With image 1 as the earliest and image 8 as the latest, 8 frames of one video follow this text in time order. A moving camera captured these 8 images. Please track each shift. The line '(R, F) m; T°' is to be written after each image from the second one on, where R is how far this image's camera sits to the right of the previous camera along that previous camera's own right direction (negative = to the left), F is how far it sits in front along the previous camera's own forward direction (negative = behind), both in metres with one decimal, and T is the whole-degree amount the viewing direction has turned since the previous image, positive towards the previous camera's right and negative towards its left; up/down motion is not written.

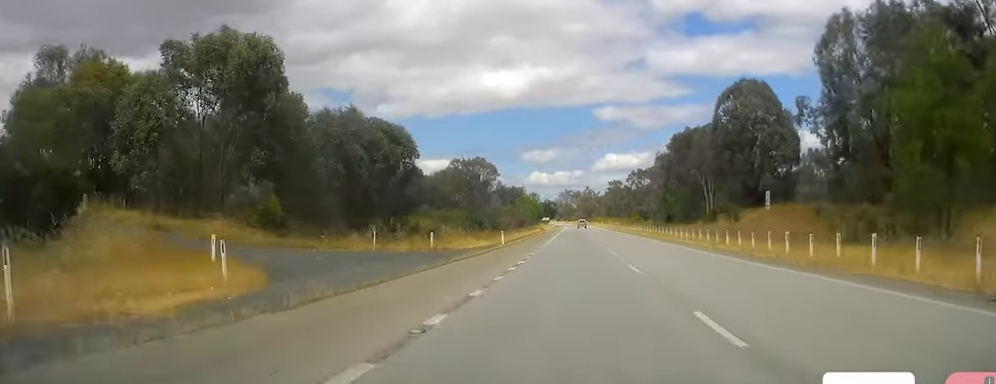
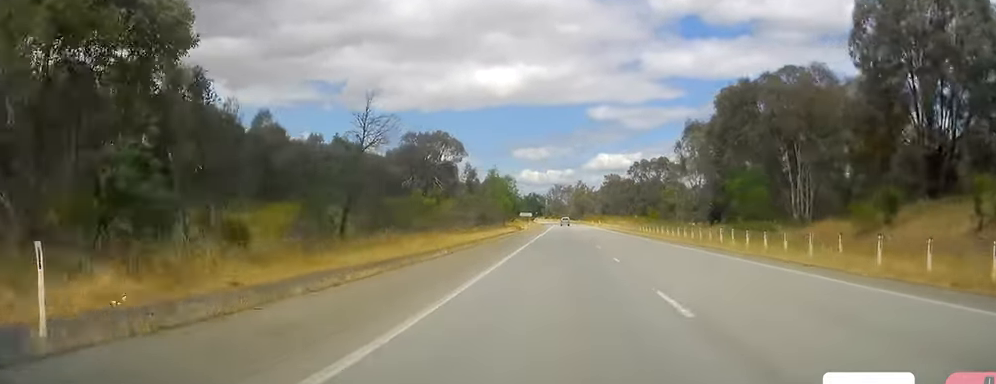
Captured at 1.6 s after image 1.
(+0.9, +46.2) m; +1°
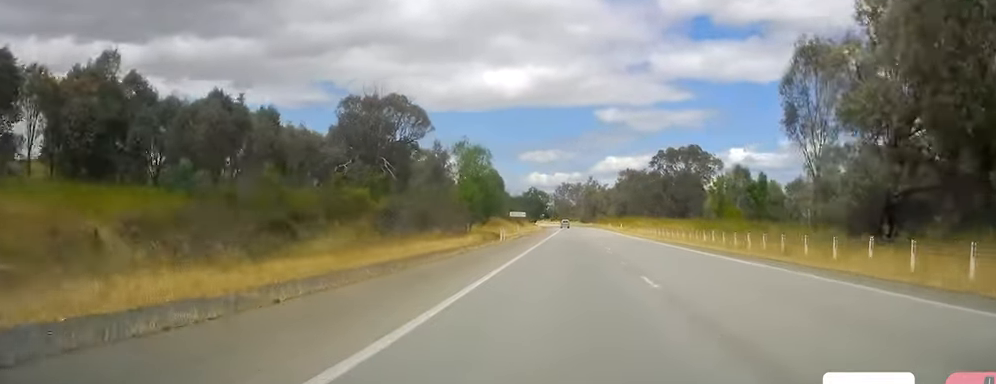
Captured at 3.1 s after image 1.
(-0.3, +44.0) m; 0°
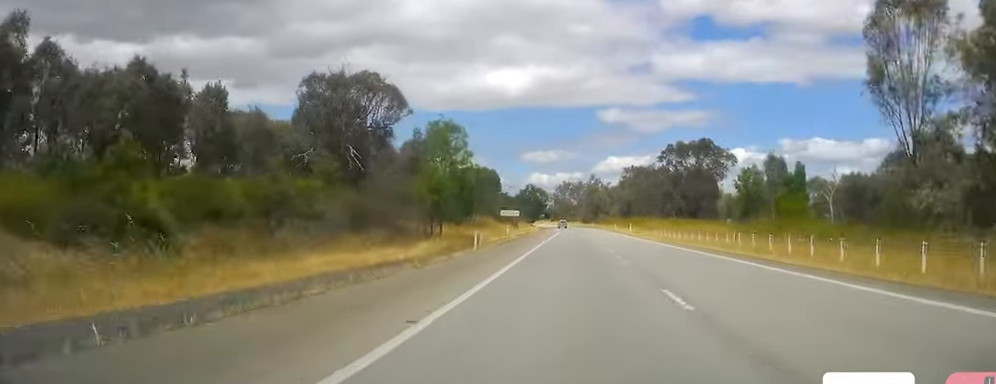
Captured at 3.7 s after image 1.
(+0.3, +15.3) m; 0°
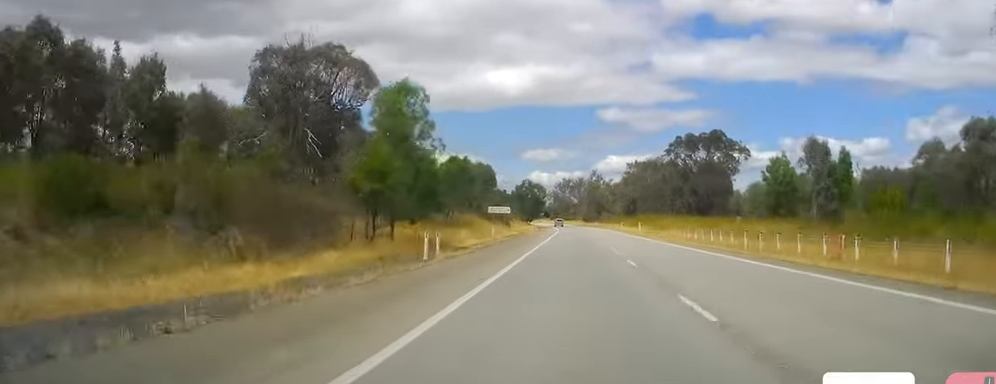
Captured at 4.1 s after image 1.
(0.0, +13.5) m; 0°
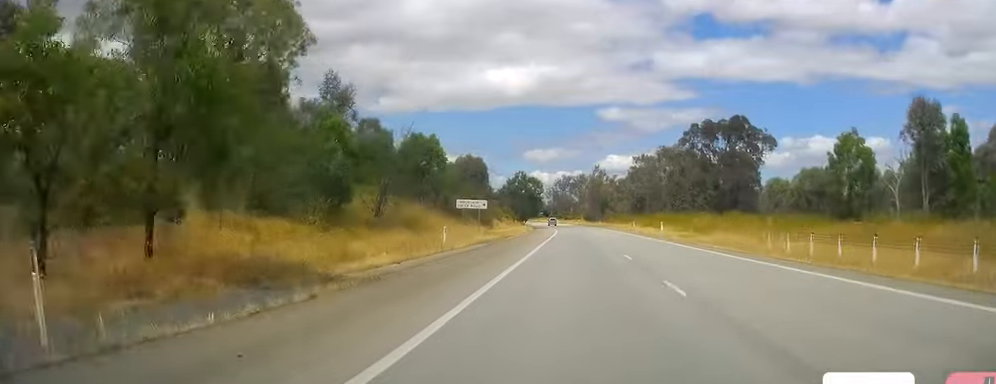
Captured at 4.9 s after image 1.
(-0.2, +21.2) m; -1°
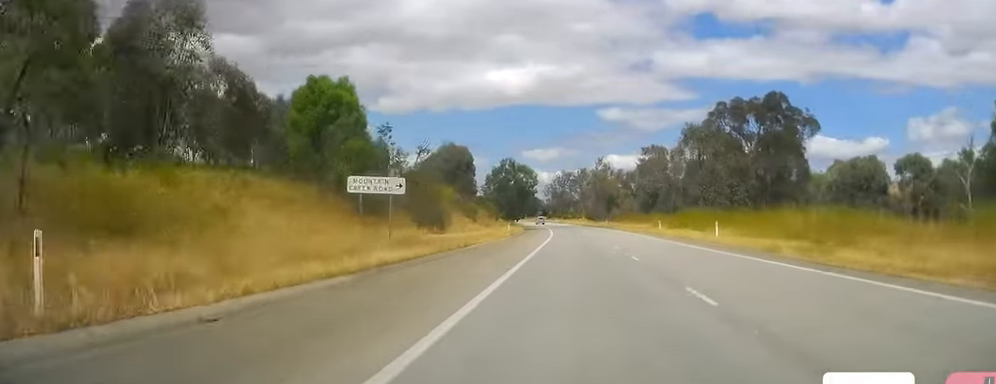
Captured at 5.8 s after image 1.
(0.0, +25.9) m; -1°
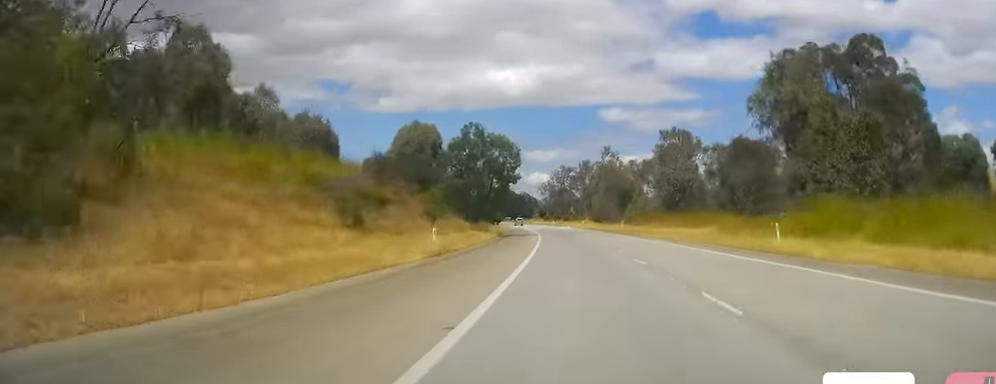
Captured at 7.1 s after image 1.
(-0.1, +37.3) m; +1°
